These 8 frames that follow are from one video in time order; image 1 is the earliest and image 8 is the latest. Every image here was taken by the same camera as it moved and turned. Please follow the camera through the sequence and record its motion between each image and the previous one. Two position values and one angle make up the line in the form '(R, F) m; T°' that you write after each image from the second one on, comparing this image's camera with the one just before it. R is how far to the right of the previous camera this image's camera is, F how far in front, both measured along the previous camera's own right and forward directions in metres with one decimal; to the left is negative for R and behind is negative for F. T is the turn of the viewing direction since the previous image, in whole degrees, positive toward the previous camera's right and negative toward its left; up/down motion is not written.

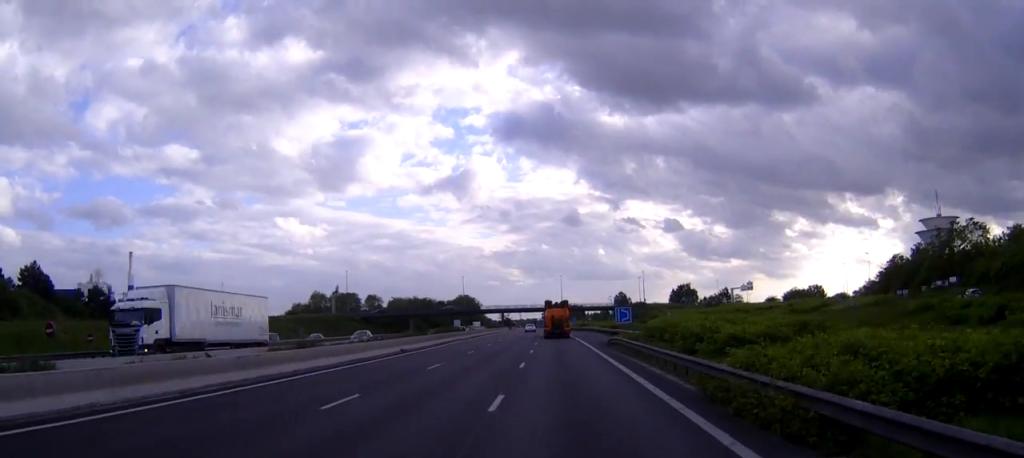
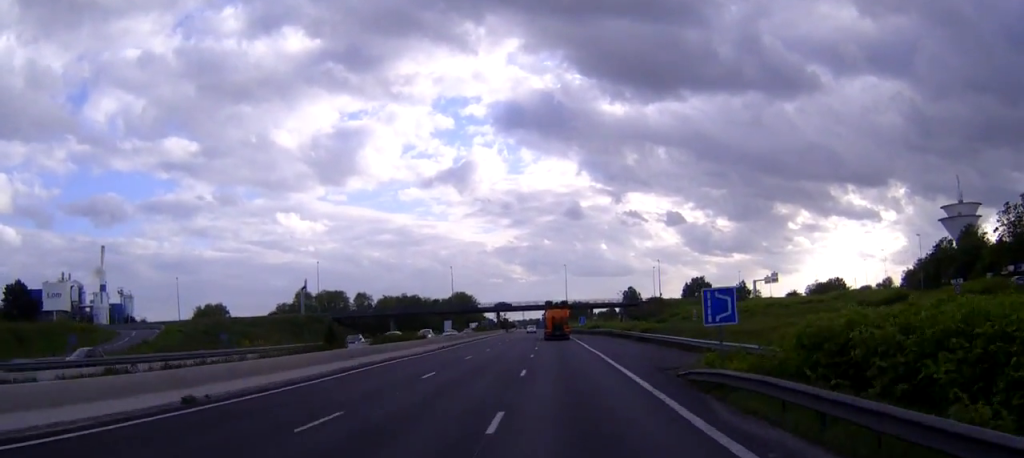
(-0.2, +28.1) m; -1°
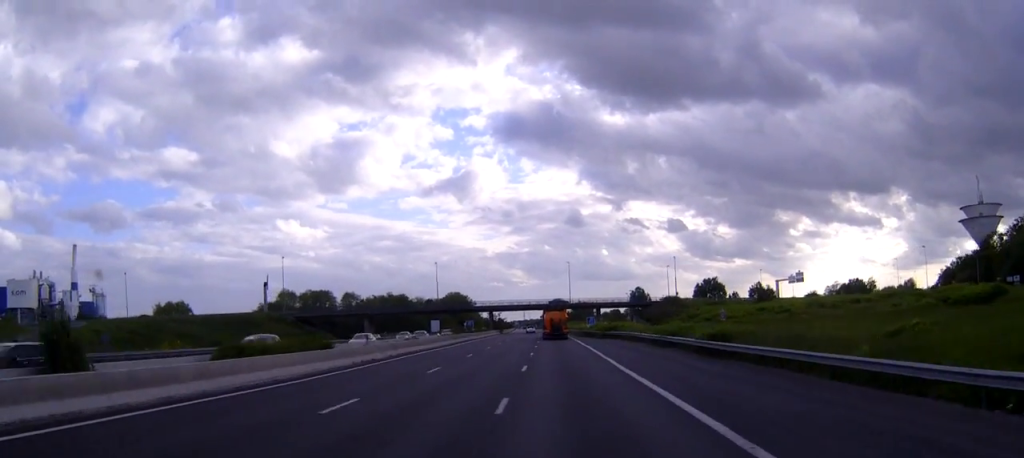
(0.0, +24.6) m; 0°
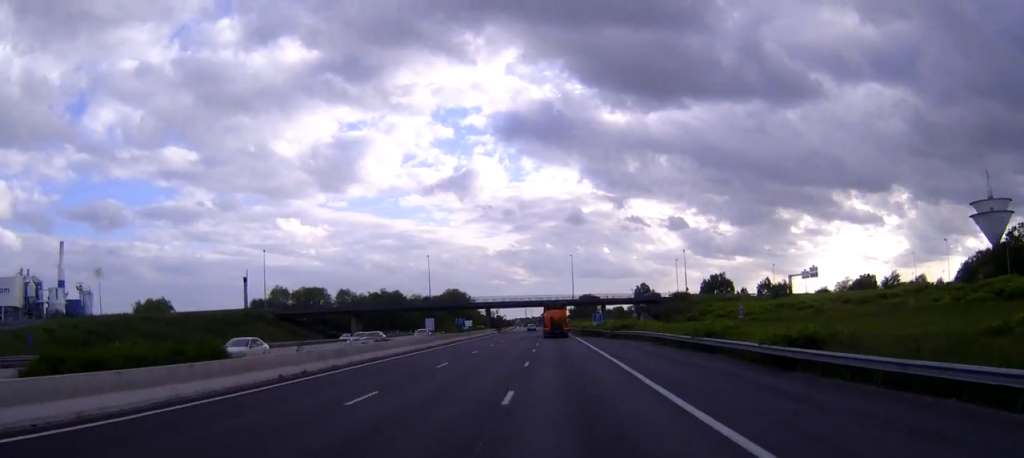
(0.0, +11.2) m; 0°
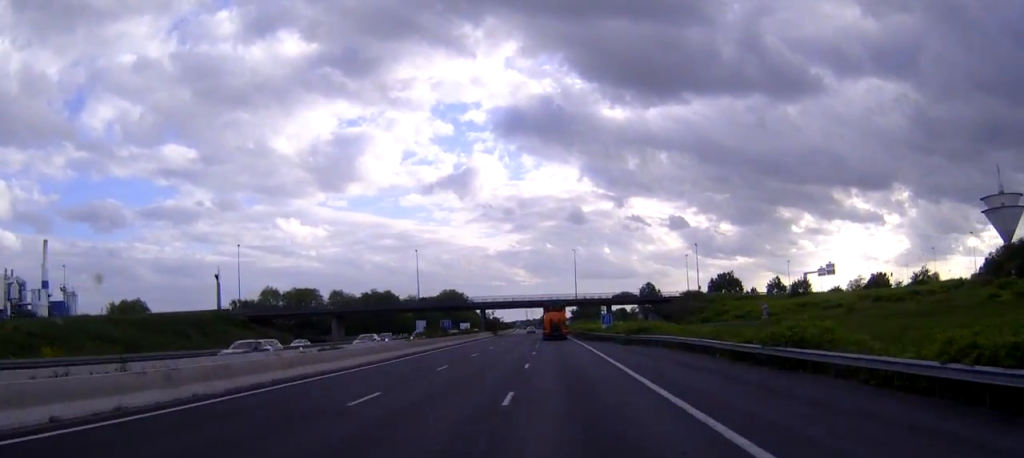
(0.0, +12.8) m; 0°
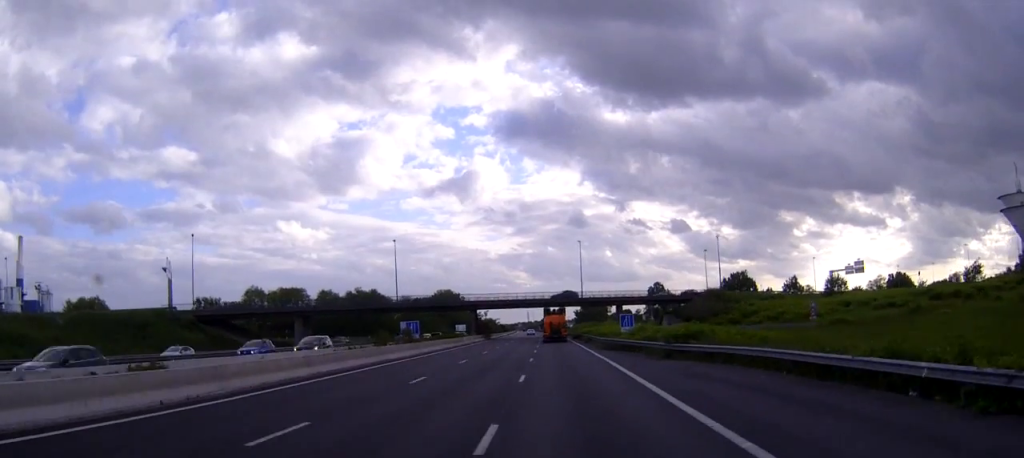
(0.0, +18.9) m; 0°
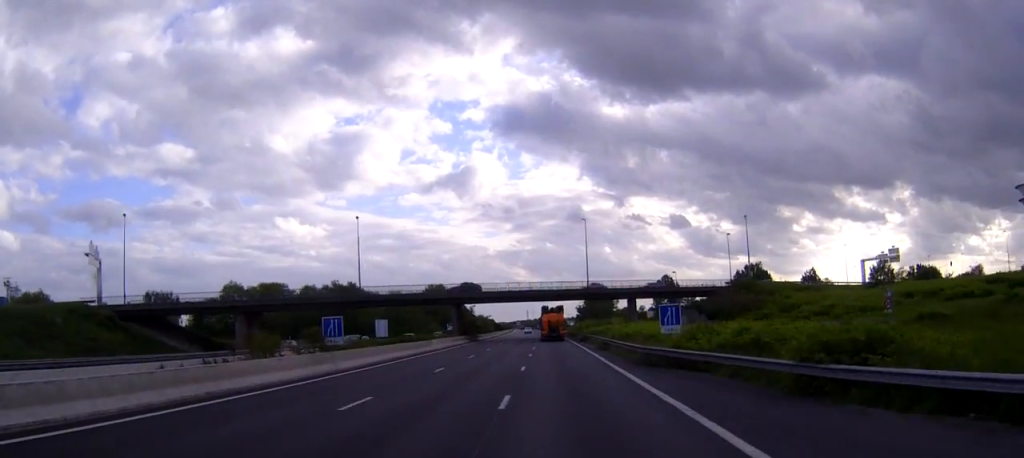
(0.0, +20.5) m; 0°
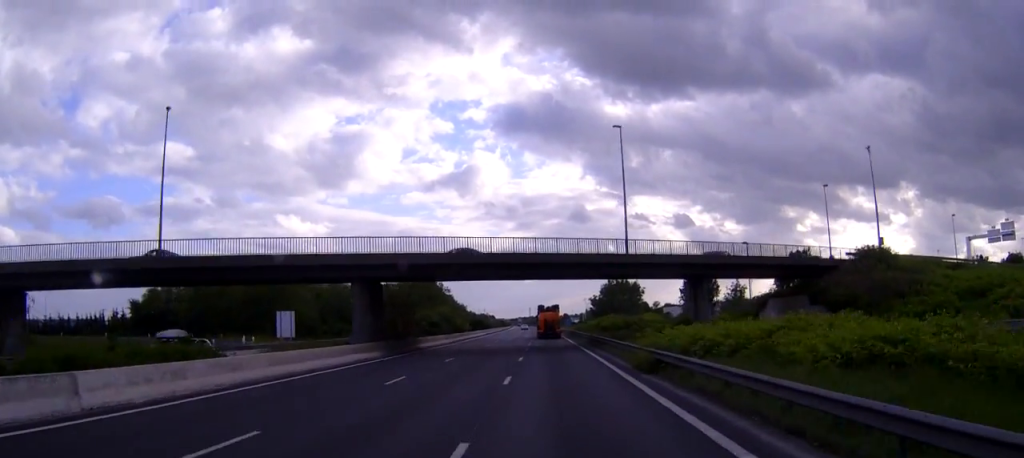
(-0.1, +46.8) m; 0°
